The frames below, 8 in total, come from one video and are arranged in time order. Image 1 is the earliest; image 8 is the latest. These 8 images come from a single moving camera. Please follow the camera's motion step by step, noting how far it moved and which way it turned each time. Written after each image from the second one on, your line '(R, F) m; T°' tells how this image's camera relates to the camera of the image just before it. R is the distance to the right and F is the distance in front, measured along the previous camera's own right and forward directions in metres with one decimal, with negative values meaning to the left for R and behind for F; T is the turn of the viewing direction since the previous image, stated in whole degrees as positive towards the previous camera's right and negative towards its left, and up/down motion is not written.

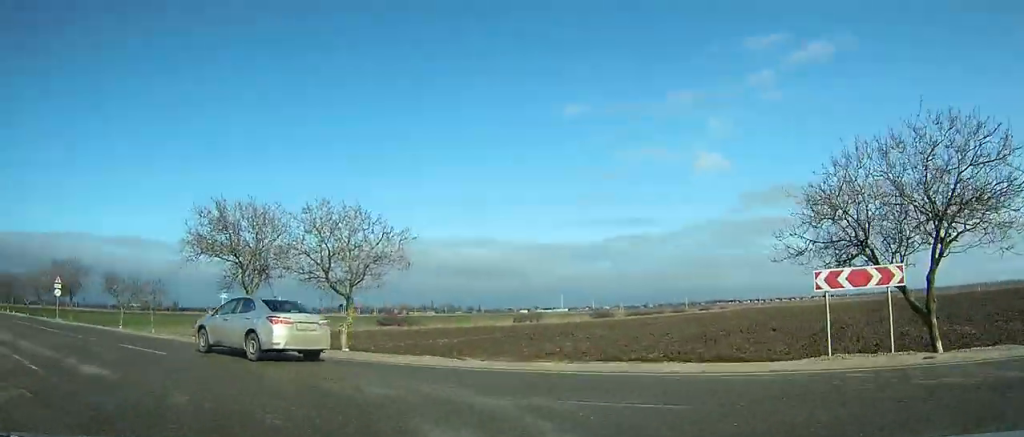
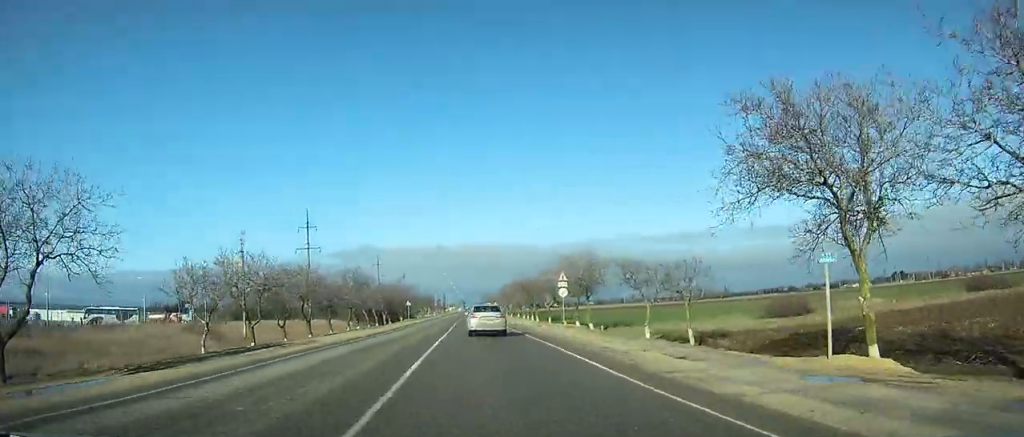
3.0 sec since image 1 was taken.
(-6.7, +21.5) m; -24°
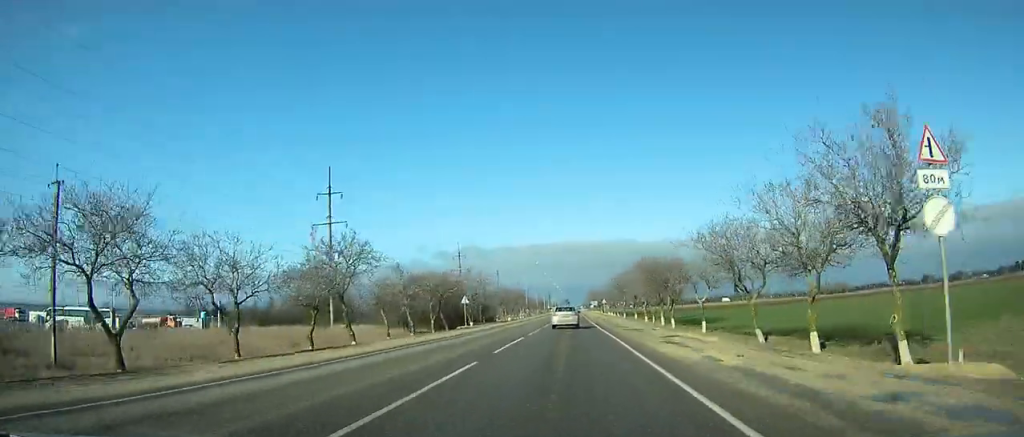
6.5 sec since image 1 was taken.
(-4.4, +40.8) m; -7°
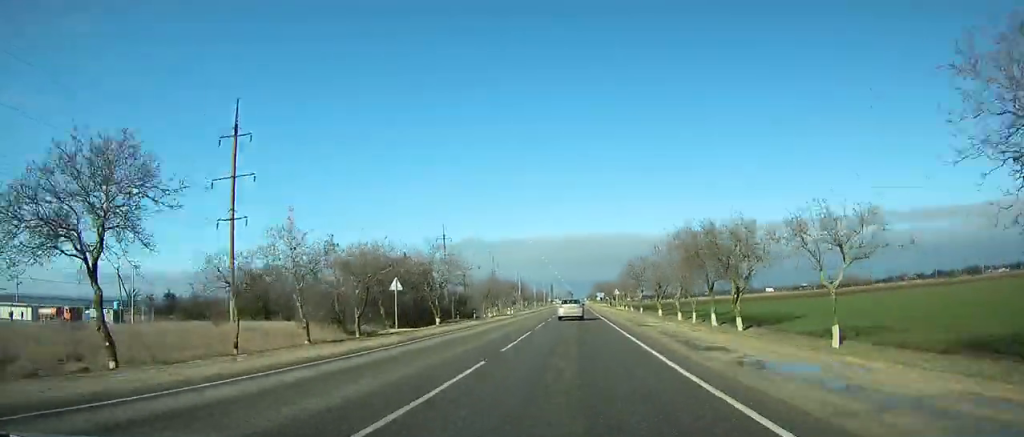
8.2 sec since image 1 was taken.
(-0.2, +24.9) m; -1°
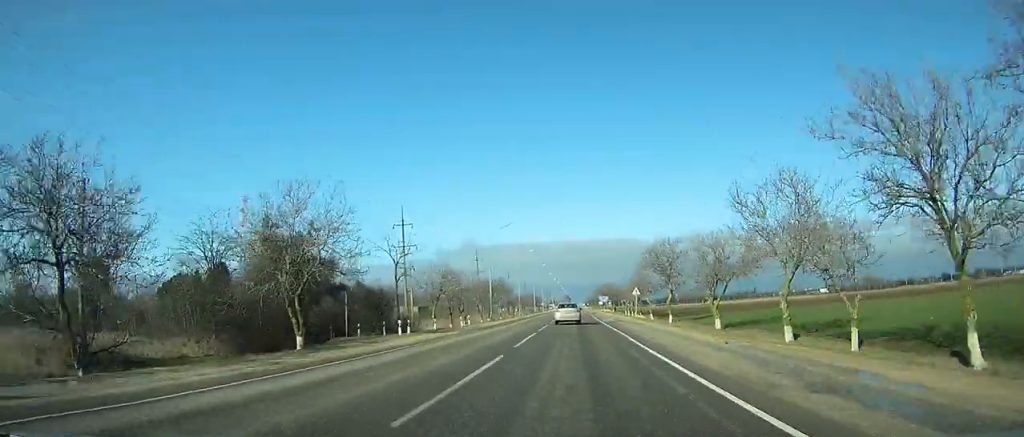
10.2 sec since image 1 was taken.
(-0.1, +33.2) m; 0°
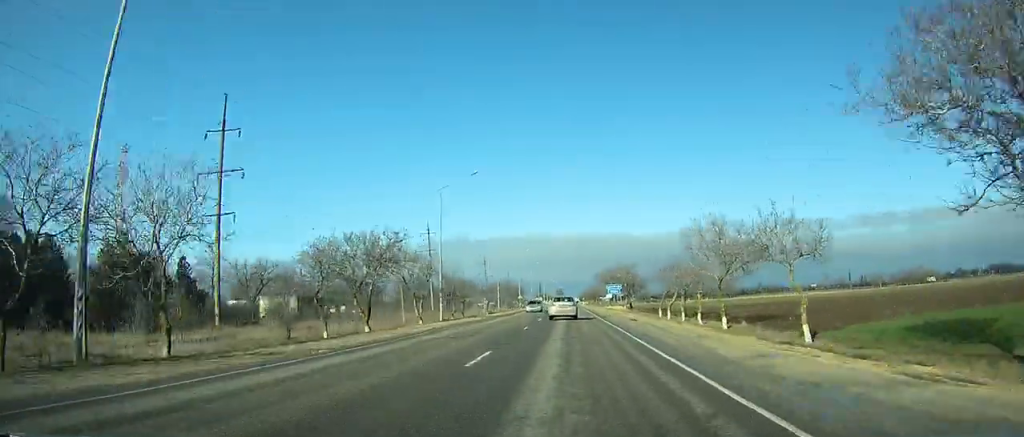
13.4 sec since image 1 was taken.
(+0.4, +59.0) m; +1°
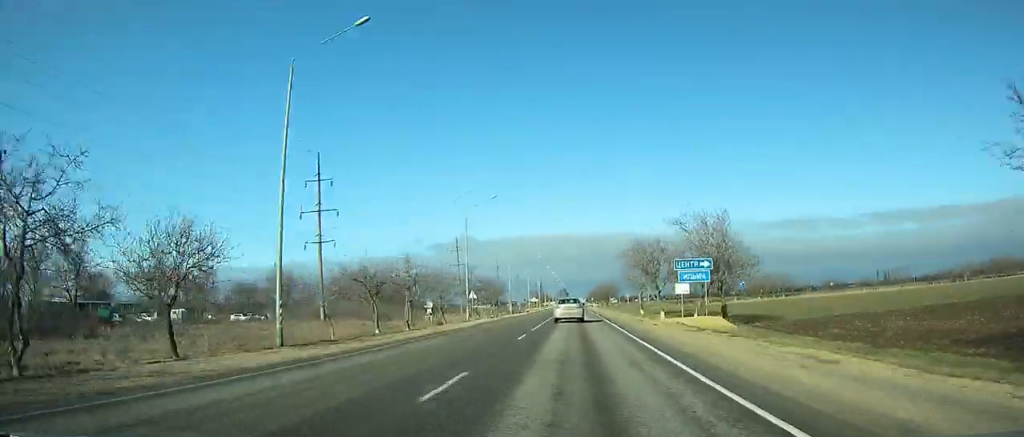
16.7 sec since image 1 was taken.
(+0.2, +65.1) m; 0°
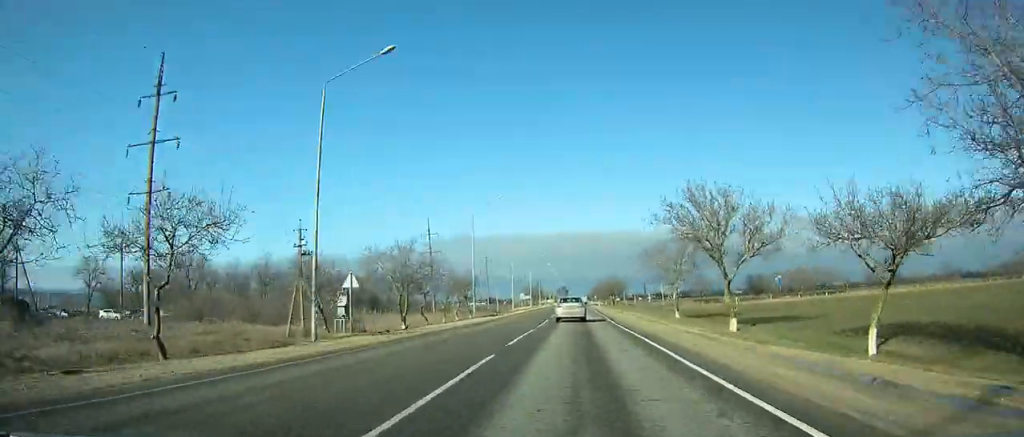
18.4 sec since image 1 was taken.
(0.0, +34.5) m; 0°
